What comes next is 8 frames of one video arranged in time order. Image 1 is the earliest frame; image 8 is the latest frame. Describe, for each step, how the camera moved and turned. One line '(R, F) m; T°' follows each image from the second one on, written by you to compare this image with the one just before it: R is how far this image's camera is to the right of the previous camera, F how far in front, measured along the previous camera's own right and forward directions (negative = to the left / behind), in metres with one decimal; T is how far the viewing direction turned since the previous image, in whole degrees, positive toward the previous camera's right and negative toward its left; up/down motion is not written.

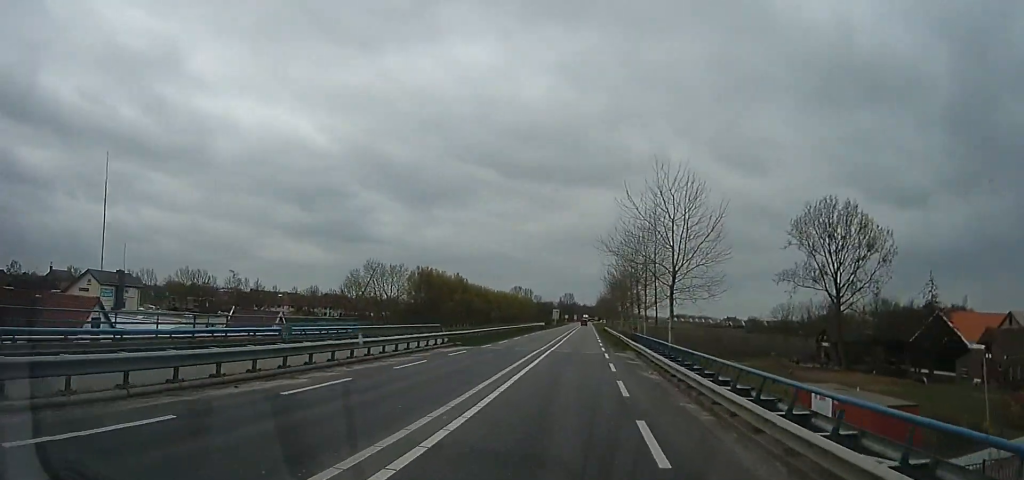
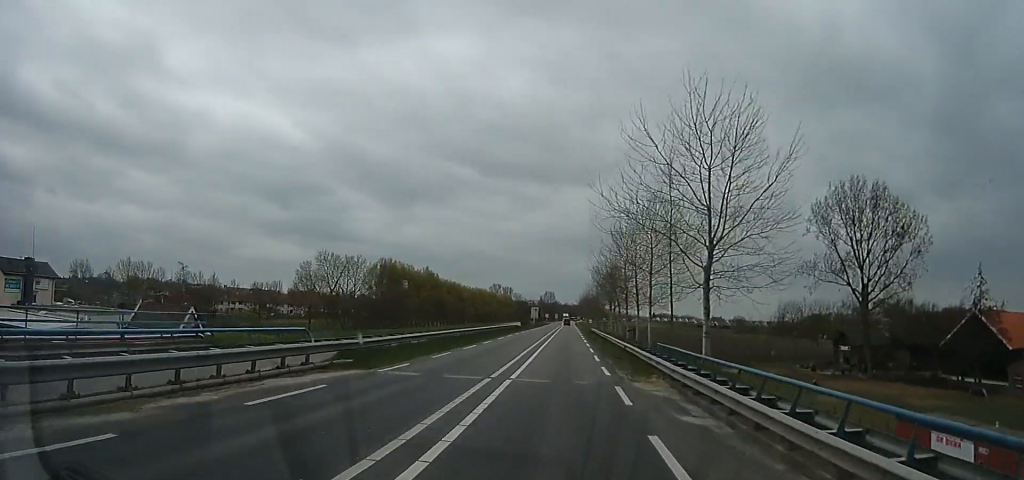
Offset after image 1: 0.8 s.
(-0.7, +13.2) m; -1°
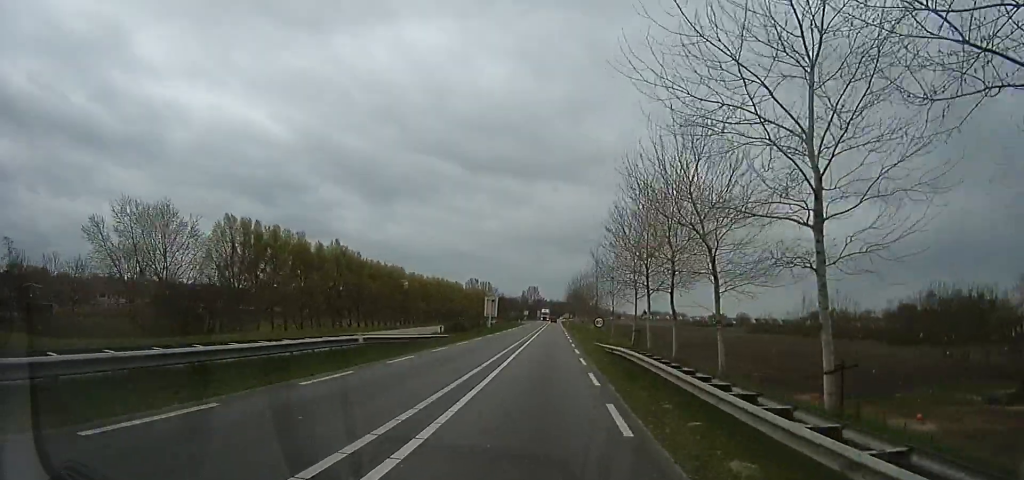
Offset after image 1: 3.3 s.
(+2.0, +44.9) m; +5°
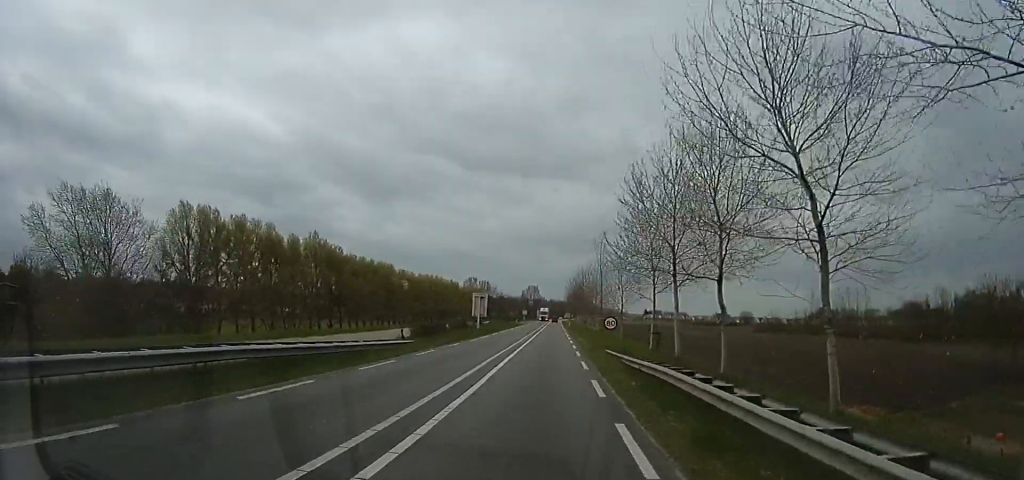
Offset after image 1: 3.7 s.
(+0.1, +8.1) m; 0°
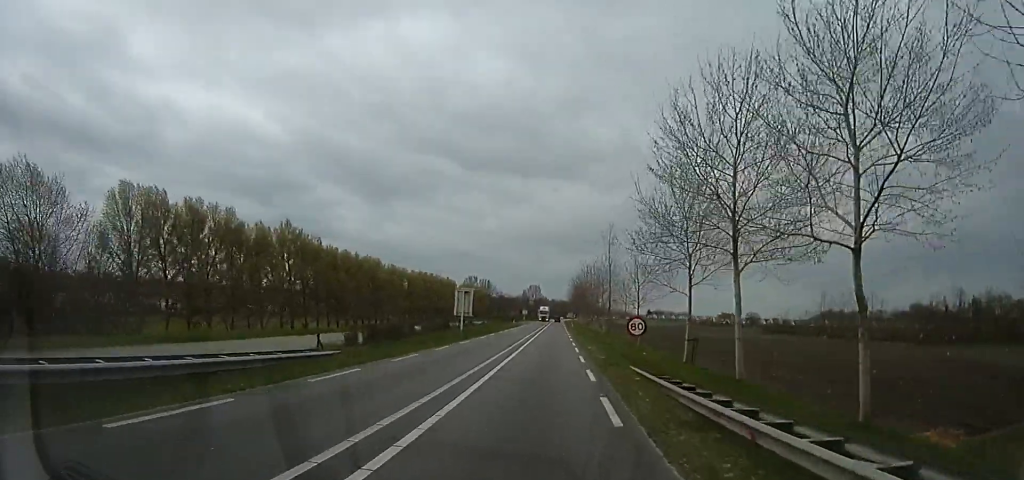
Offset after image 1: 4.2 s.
(+0.1, +8.9) m; 0°
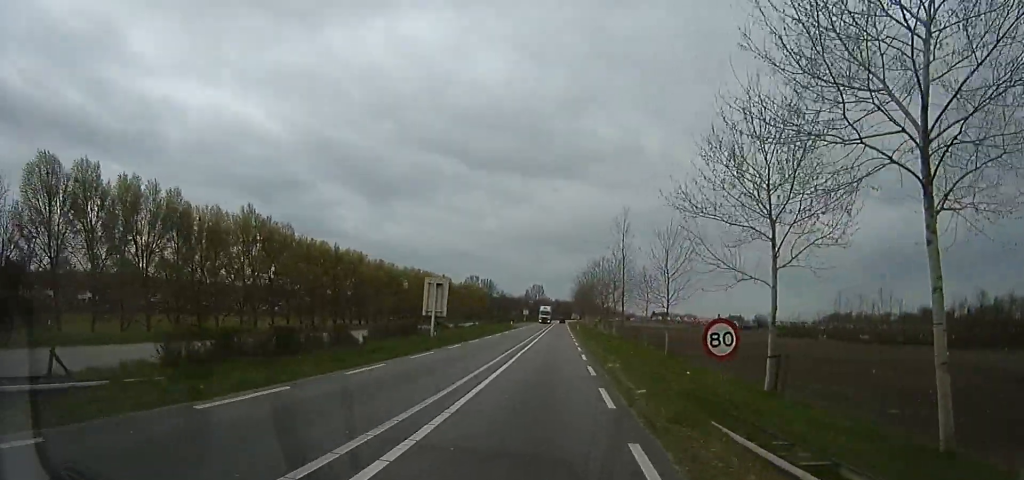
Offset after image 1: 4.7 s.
(-0.1, +9.9) m; 0°
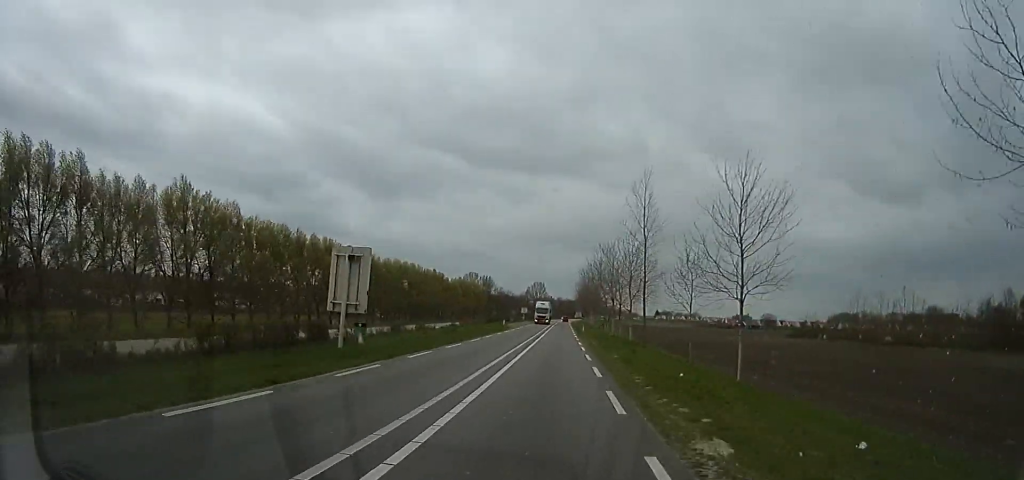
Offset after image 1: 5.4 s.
(-0.1, +12.4) m; 0°
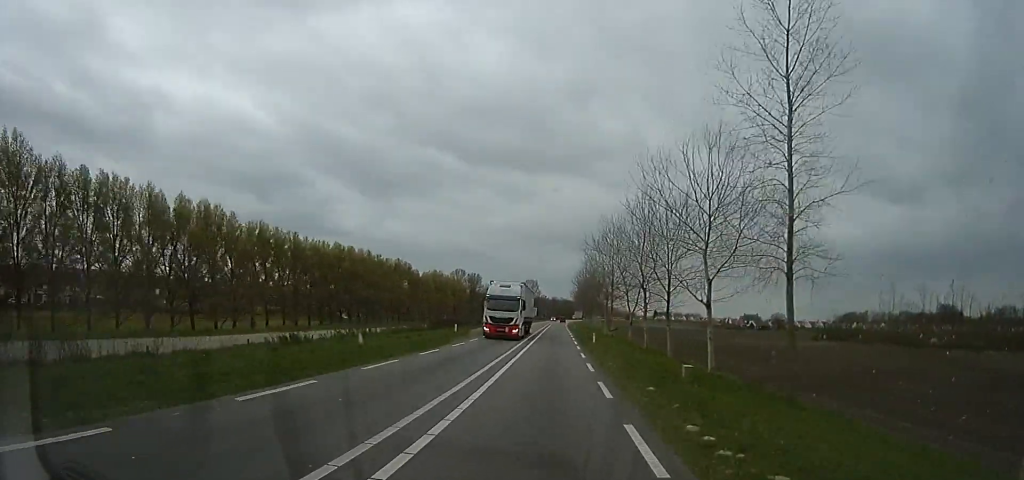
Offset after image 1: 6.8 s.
(+0.1, +27.3) m; 0°
